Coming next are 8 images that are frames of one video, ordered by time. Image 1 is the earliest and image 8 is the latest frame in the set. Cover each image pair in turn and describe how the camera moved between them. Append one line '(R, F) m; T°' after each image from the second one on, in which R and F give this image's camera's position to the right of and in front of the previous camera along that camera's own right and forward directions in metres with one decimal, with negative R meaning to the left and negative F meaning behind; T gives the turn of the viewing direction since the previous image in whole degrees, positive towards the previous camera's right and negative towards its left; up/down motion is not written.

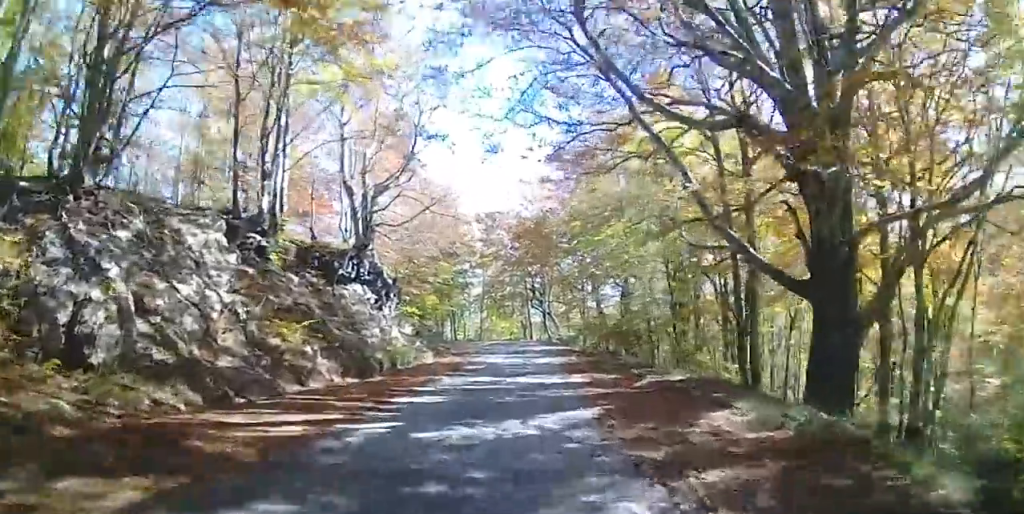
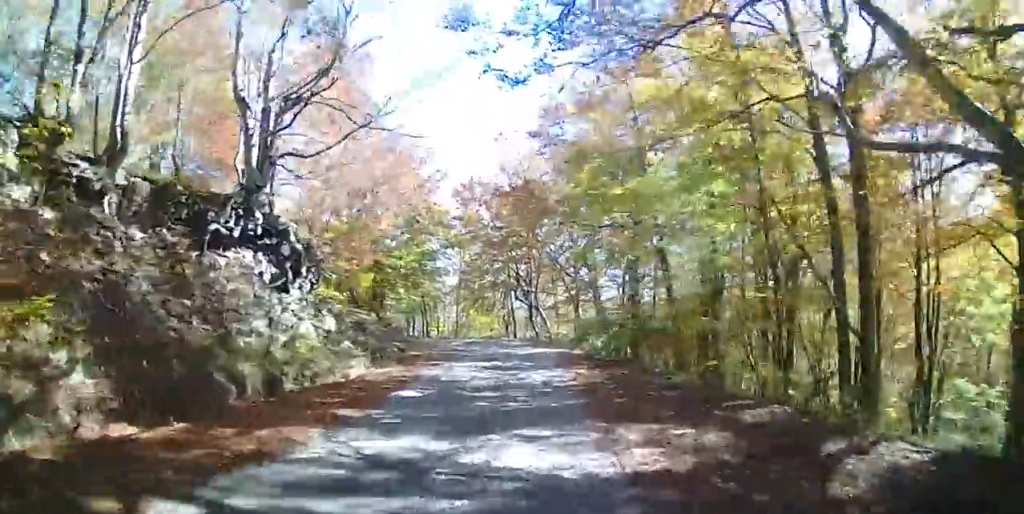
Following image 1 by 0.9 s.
(+0.1, +7.6) m; +1°
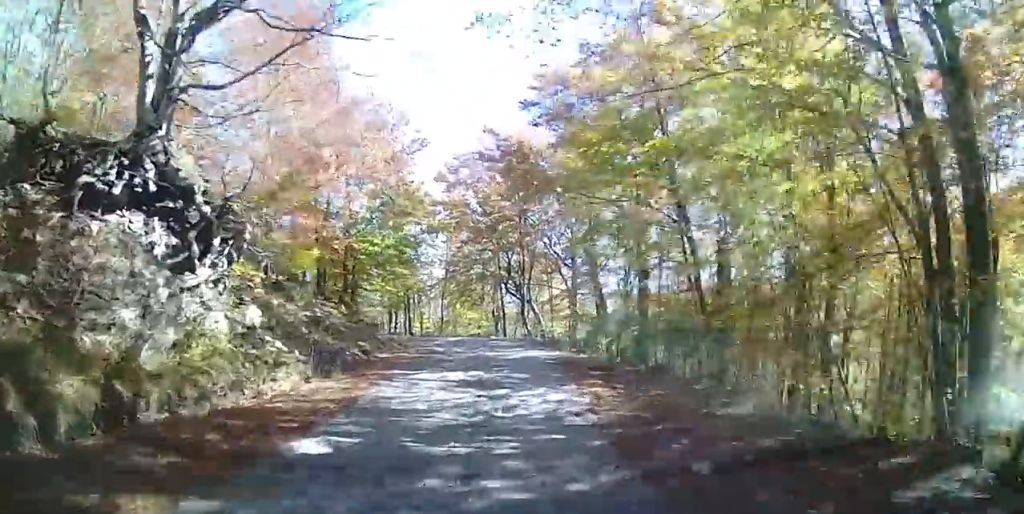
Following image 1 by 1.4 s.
(0.0, +4.0) m; 0°
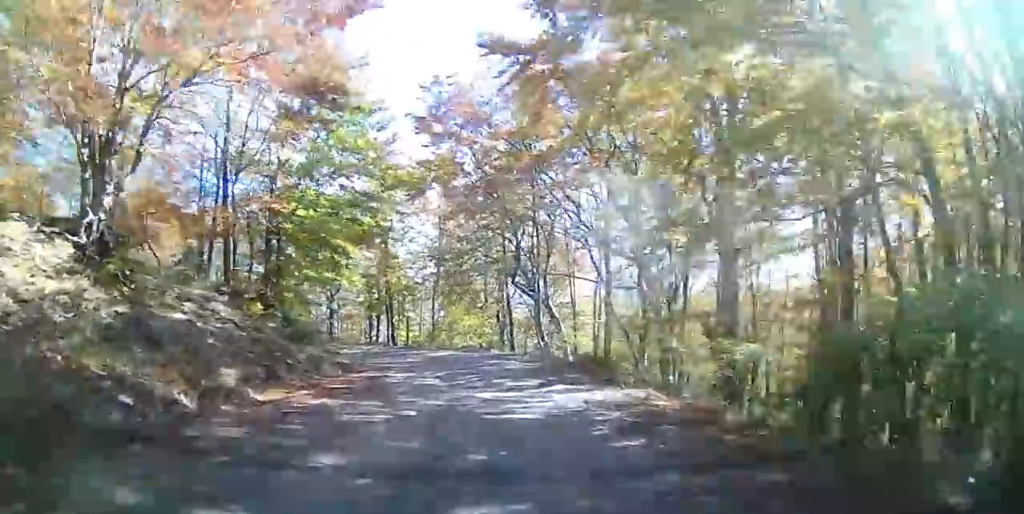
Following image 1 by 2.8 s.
(+0.4, +10.6) m; +3°
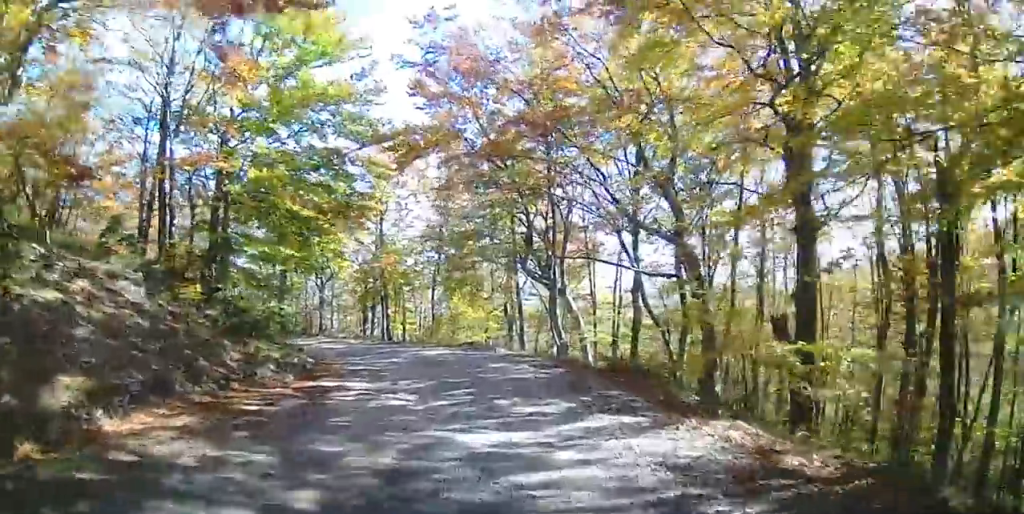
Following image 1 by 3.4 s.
(+0.3, +4.7) m; 0°
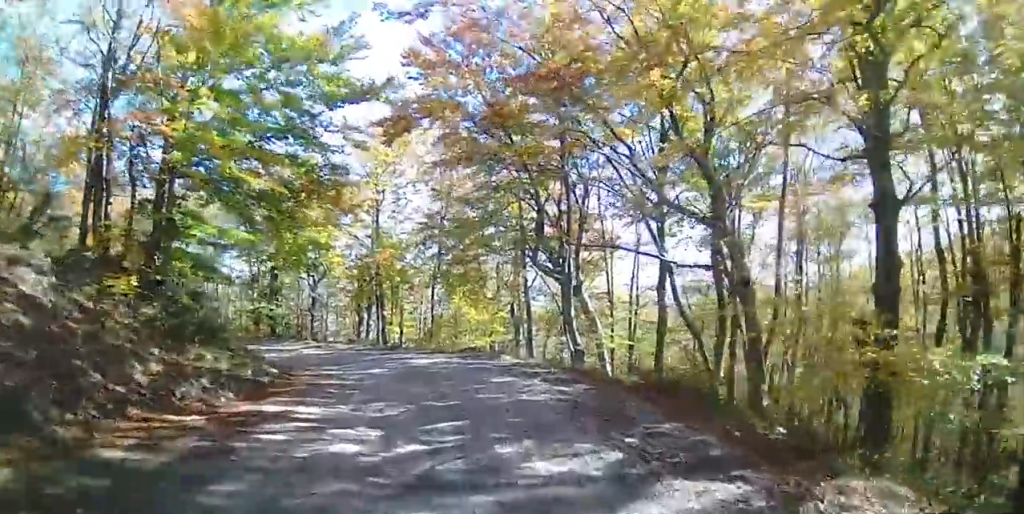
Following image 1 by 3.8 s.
(-0.2, +3.1) m; -2°
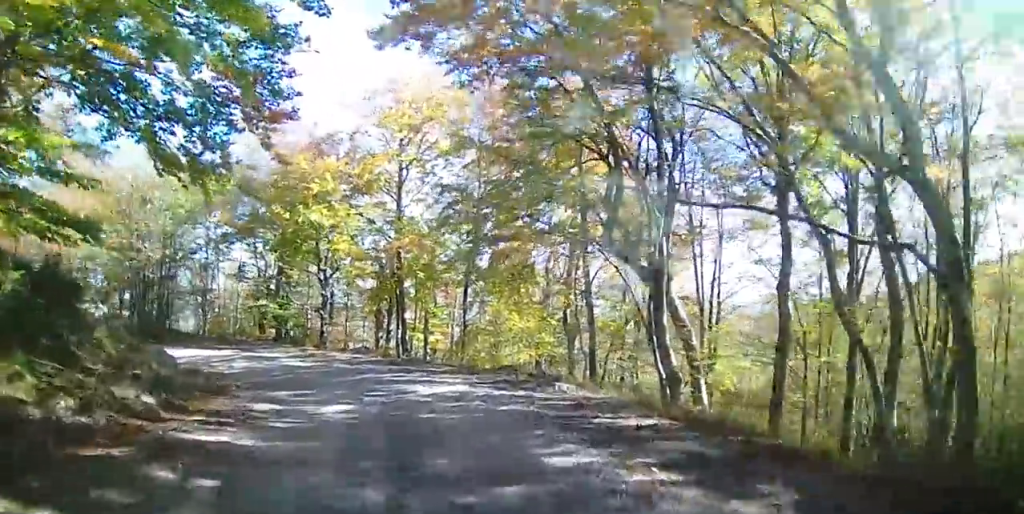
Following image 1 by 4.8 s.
(-0.3, +6.7) m; -4°
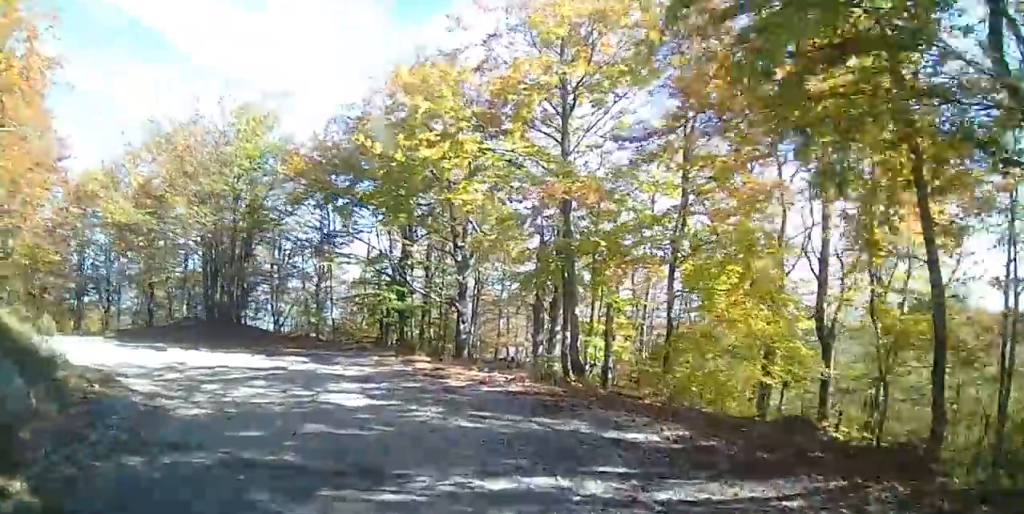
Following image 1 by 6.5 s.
(-0.3, +9.5) m; -11°
